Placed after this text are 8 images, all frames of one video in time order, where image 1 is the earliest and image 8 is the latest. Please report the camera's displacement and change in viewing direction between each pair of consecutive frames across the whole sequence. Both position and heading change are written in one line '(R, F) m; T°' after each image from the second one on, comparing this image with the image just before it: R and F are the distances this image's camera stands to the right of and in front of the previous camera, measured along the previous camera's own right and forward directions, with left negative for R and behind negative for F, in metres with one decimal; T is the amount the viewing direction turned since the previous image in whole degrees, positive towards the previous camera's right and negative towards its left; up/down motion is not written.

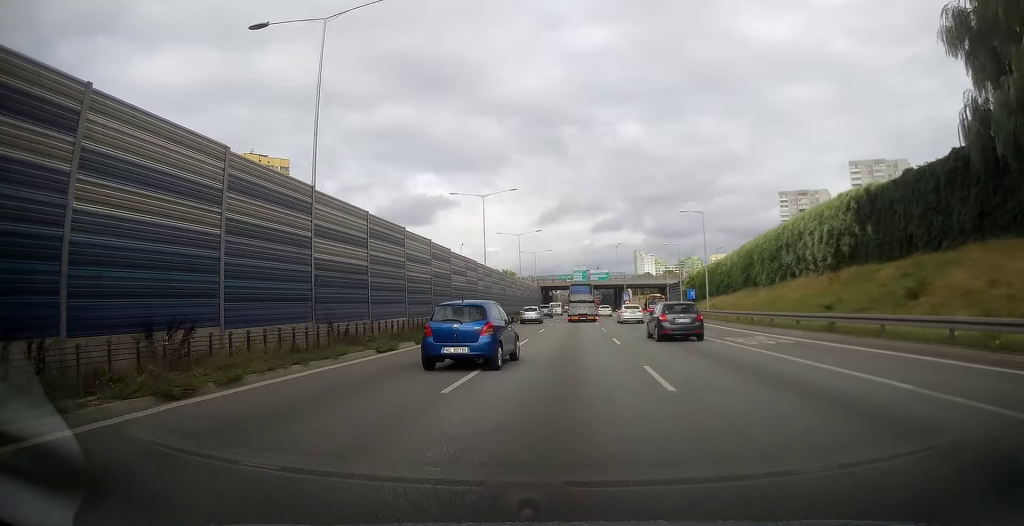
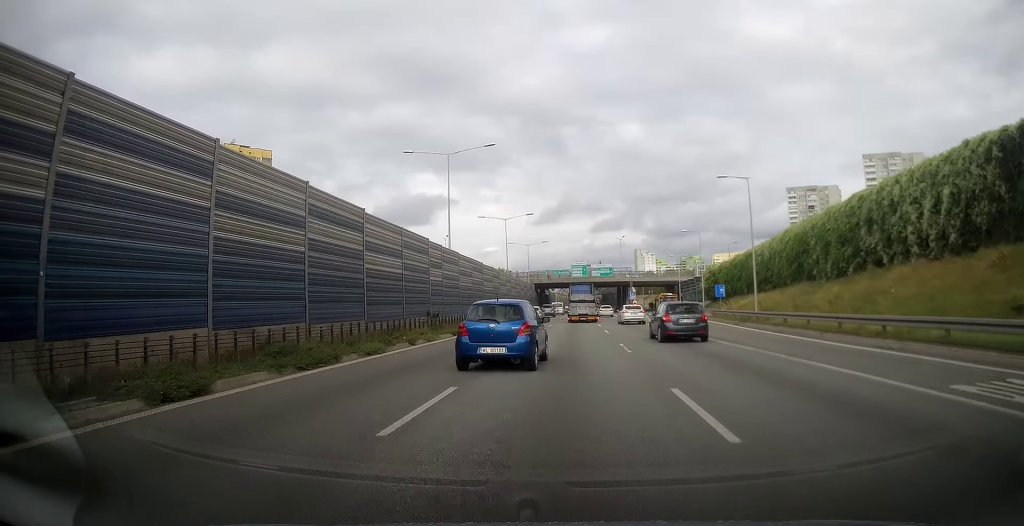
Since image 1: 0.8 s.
(+0.2, +15.8) m; 0°
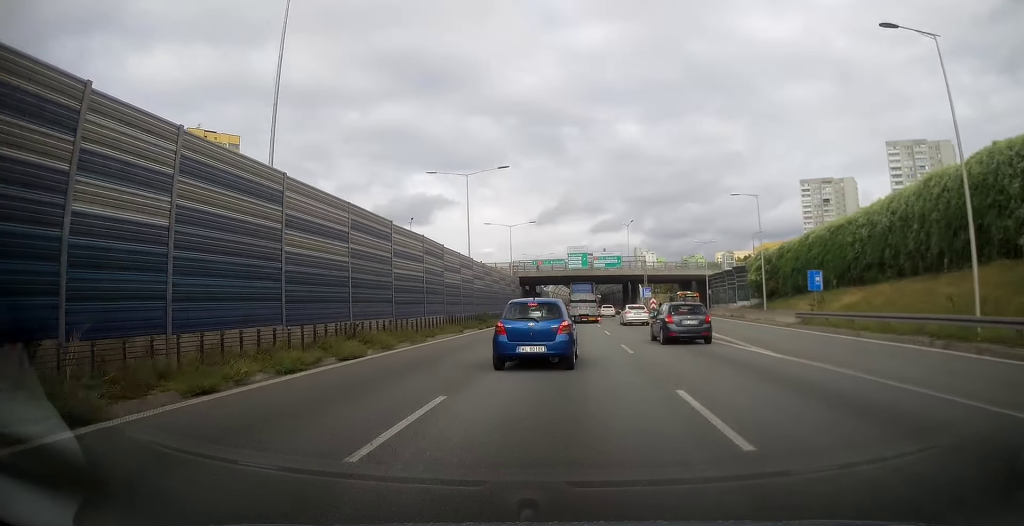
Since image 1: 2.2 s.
(-0.4, +25.1) m; 0°
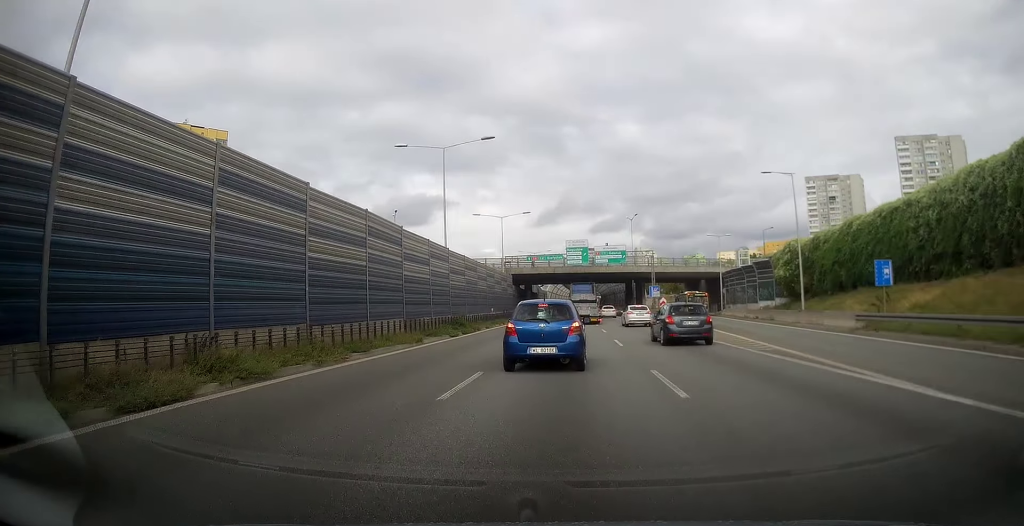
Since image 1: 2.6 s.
(+0.2, +8.6) m; +1°
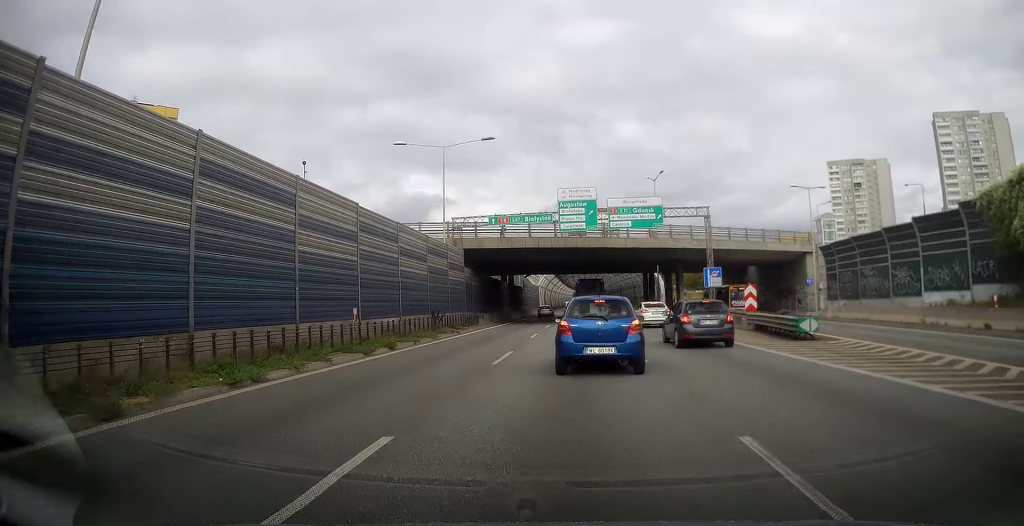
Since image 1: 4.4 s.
(+0.6, +30.5) m; +1°
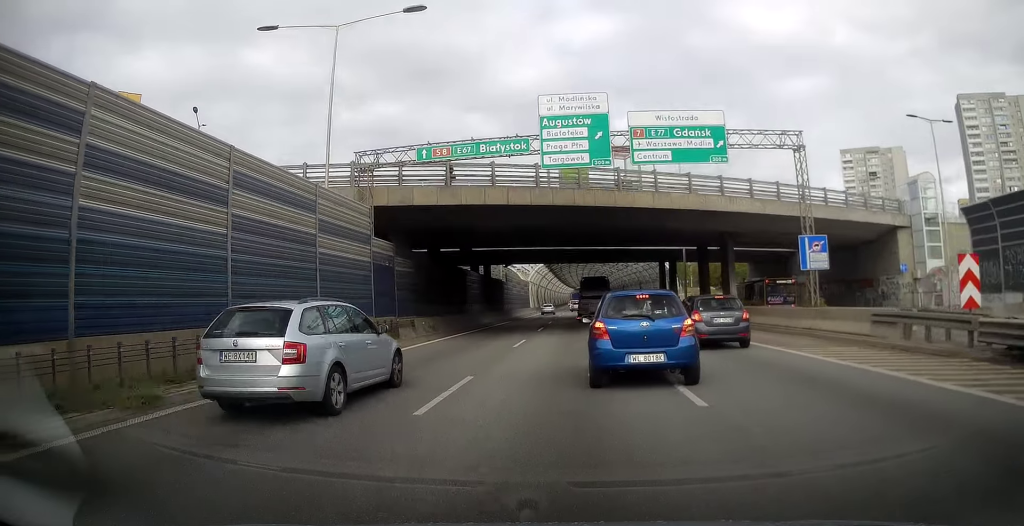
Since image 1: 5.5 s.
(-0.3, +18.3) m; -1°
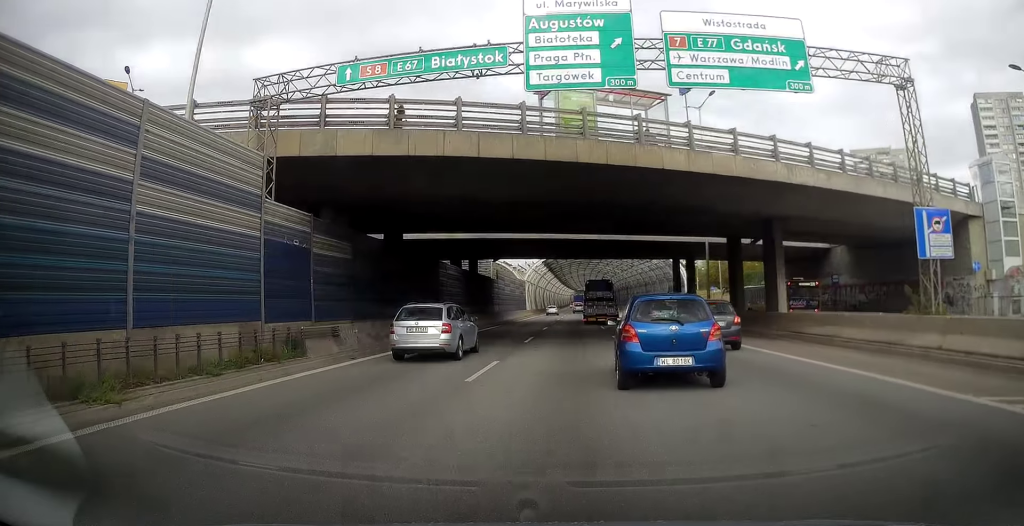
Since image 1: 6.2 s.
(-0.2, +10.0) m; 0°
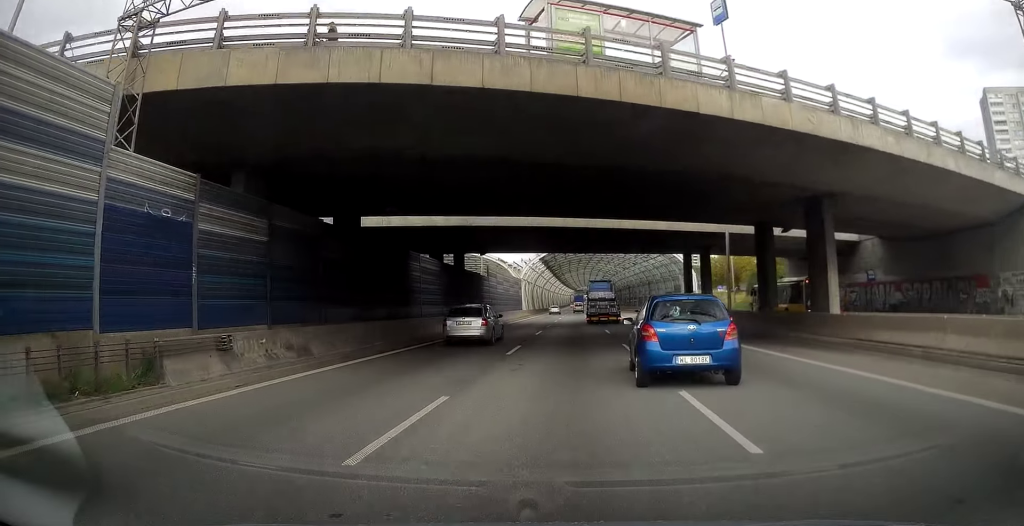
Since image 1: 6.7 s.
(+0.2, +6.5) m; +1°
